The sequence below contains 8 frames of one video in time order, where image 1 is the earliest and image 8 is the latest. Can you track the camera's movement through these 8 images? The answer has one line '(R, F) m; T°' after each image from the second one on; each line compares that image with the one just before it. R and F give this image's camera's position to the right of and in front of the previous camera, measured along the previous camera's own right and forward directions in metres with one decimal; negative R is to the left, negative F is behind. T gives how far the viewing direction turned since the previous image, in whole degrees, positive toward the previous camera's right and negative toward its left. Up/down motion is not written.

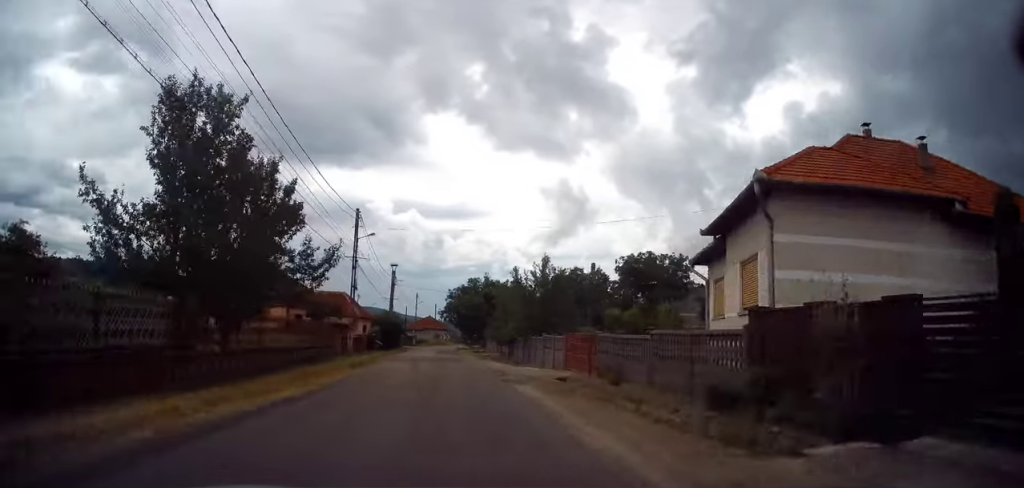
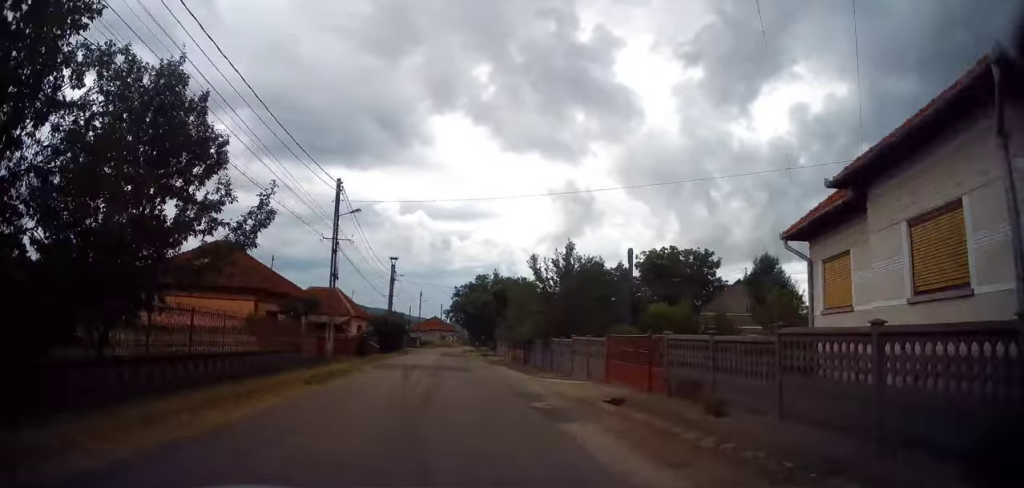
(0.0, +6.7) m; 0°
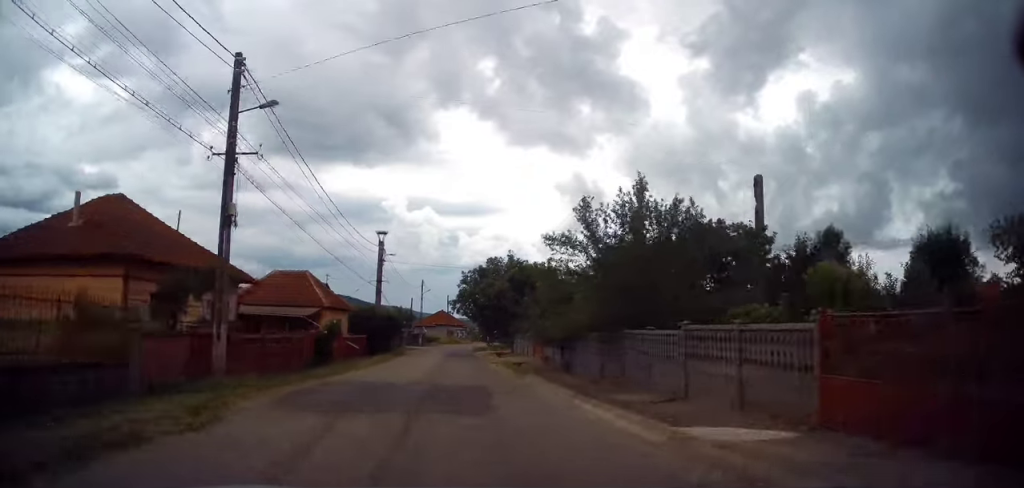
(0.0, +11.8) m; 0°
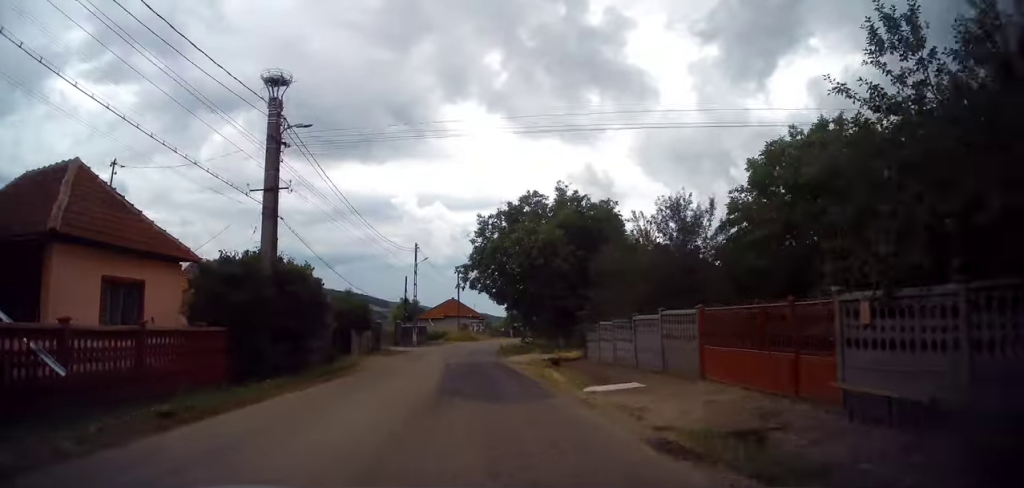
(-0.5, +25.5) m; -2°
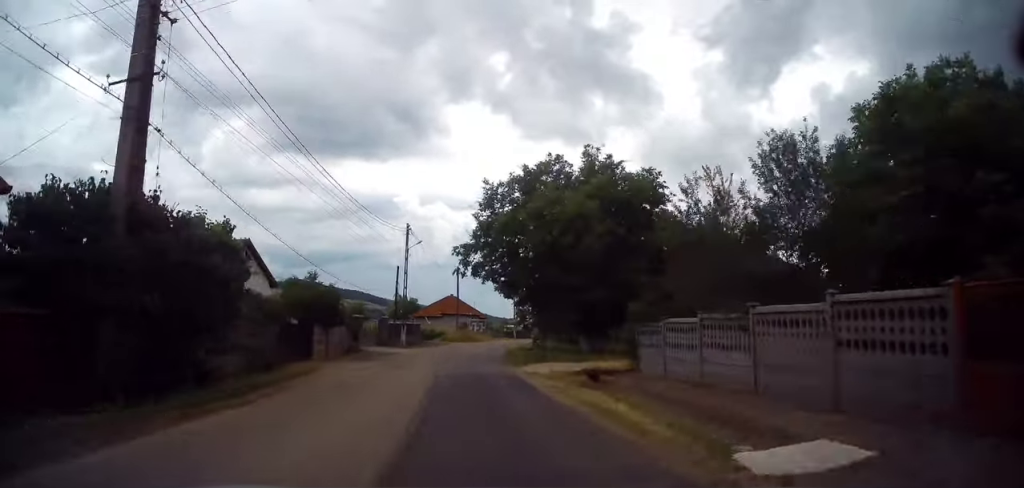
(-0.1, +7.6) m; -1°
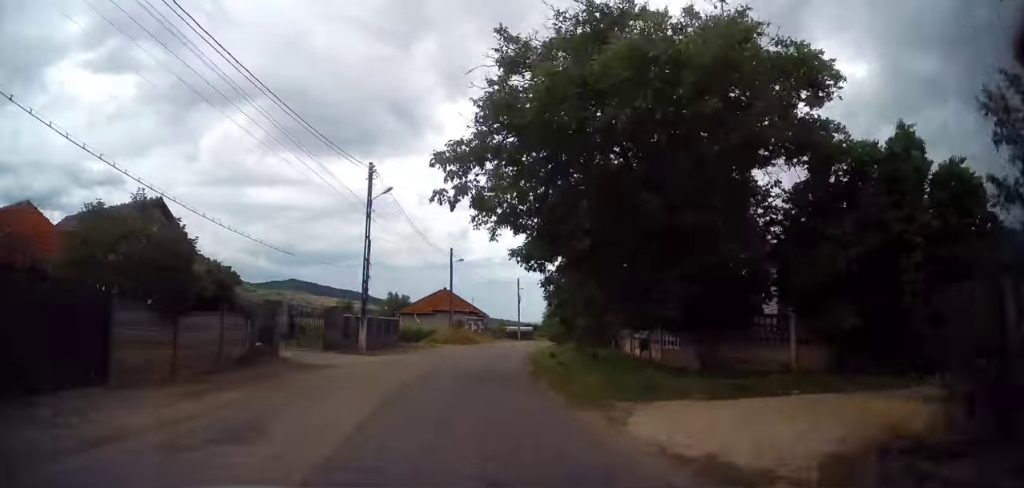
(0.0, +13.7) m; +1°
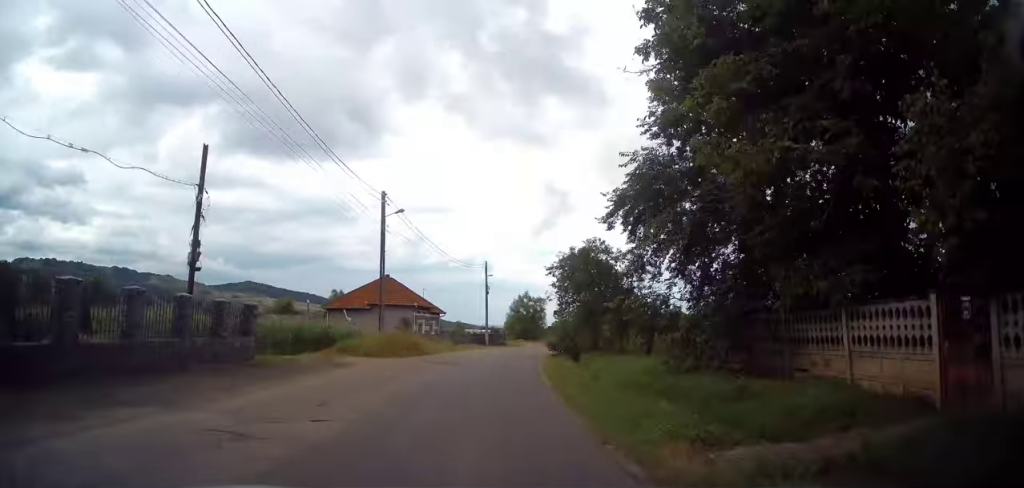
(+0.7, +20.1) m; +4°
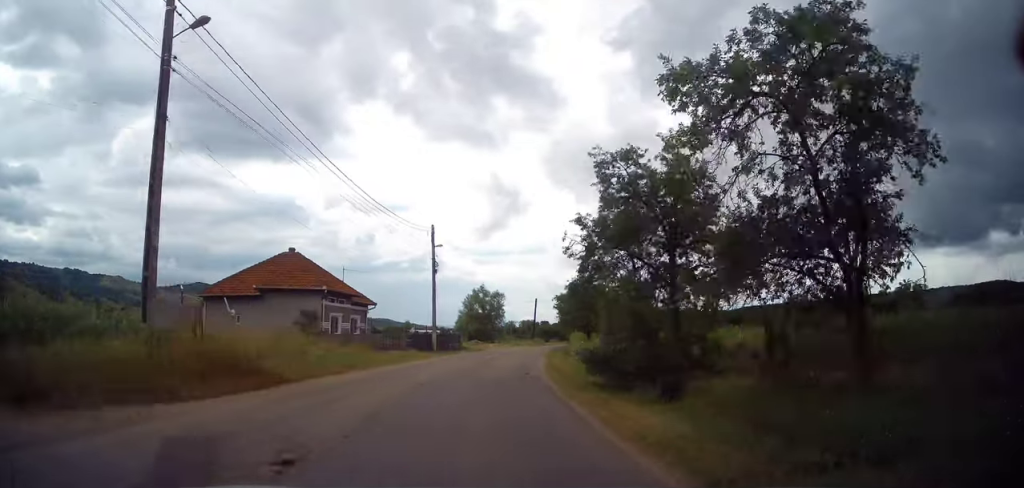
(+0.8, +17.9) m; +5°
